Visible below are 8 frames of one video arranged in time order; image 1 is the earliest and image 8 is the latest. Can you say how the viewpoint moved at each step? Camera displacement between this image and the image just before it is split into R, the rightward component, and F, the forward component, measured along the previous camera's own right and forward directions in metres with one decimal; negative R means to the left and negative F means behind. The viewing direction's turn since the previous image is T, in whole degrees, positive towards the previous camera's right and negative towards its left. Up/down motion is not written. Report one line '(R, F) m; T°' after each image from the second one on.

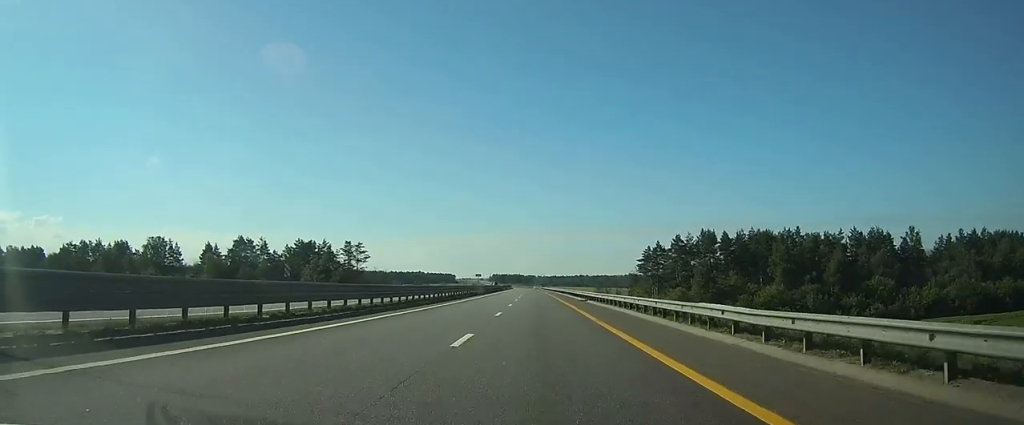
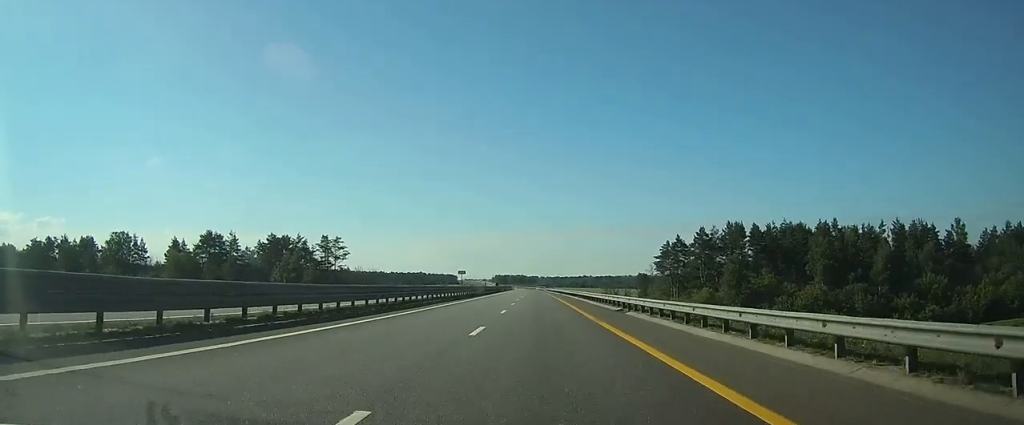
(0.0, +21.0) m; 0°
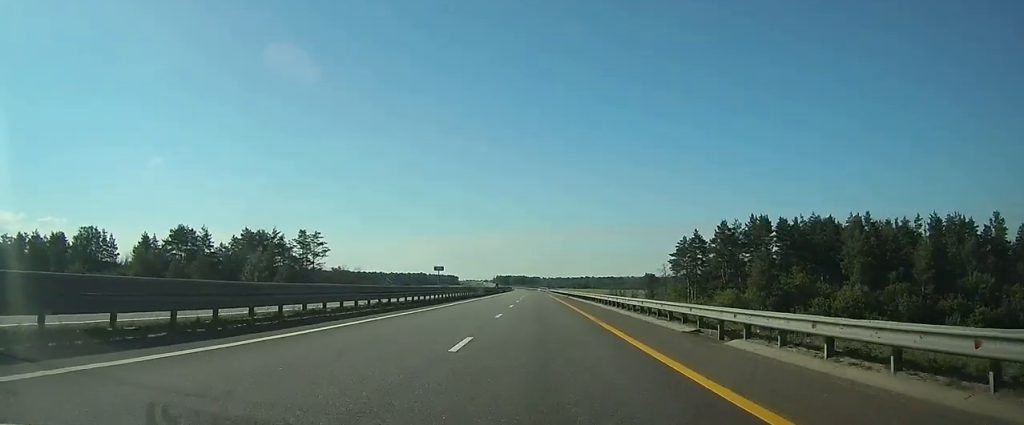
(0.0, +15.5) m; 0°
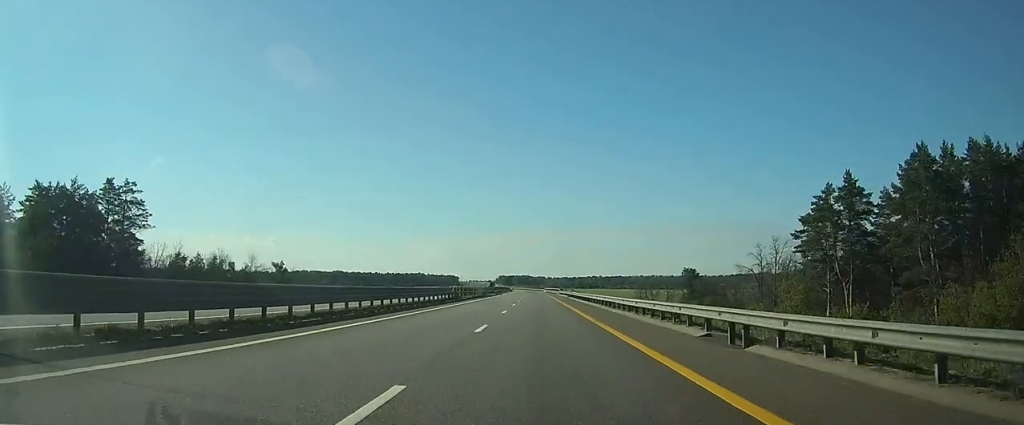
(-0.5, +66.5) m; -1°
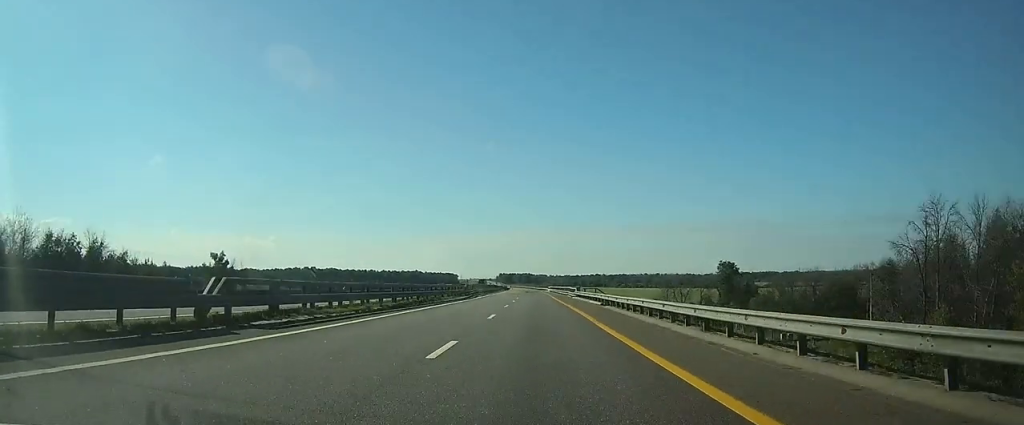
(-0.1, +42.2) m; 0°
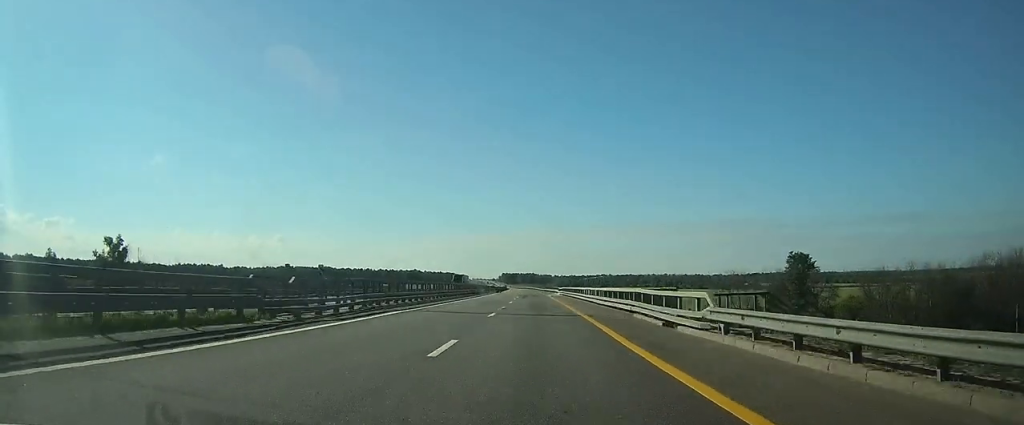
(-0.2, +47.7) m; 0°
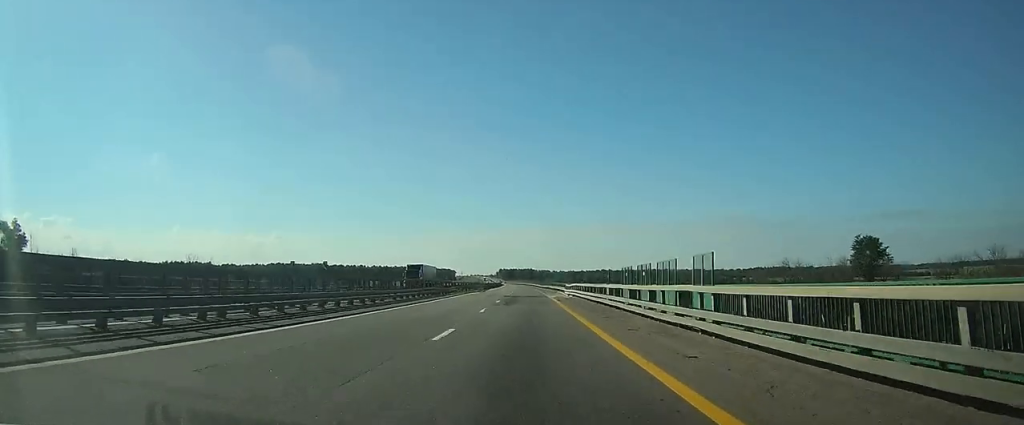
(0.0, +29.8) m; 0°
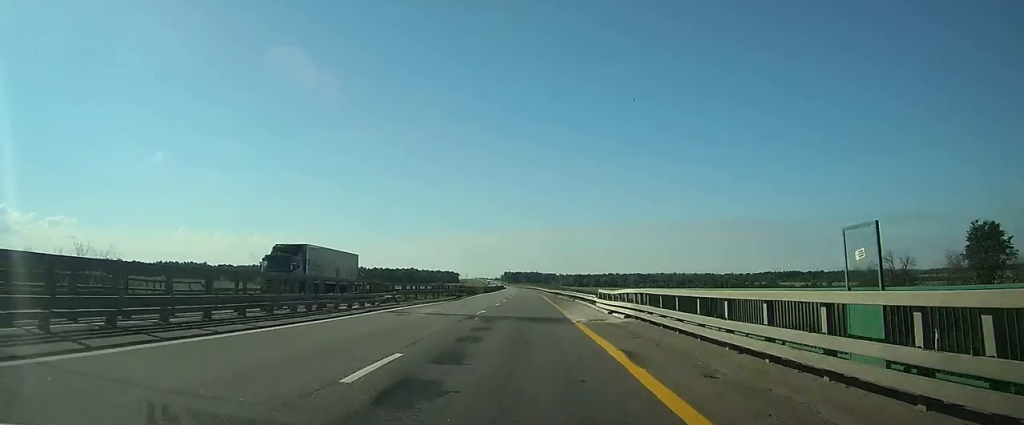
(-0.1, +29.7) m; 0°
